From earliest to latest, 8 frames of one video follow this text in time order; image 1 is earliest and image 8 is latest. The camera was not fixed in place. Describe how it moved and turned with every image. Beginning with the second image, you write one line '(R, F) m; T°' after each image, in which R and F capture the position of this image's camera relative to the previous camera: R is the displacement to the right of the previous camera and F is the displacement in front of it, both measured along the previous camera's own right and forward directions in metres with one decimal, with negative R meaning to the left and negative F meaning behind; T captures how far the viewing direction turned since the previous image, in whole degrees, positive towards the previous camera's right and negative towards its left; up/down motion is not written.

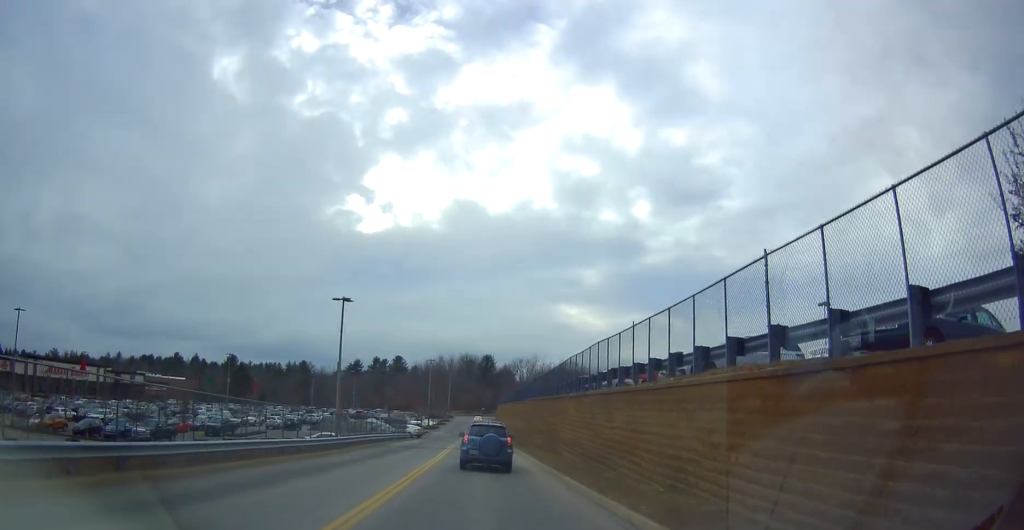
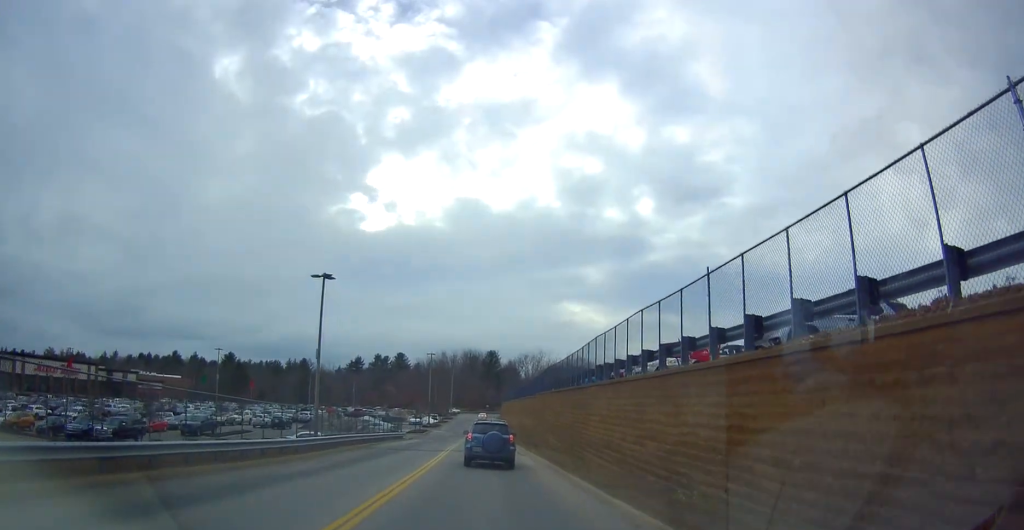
(0.0, +6.5) m; +1°
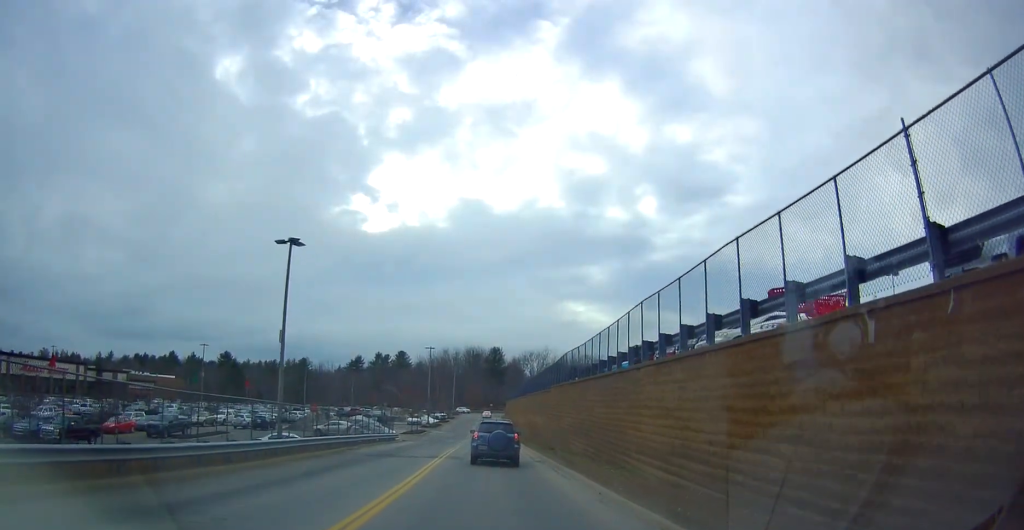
(+0.4, +7.3) m; -1°
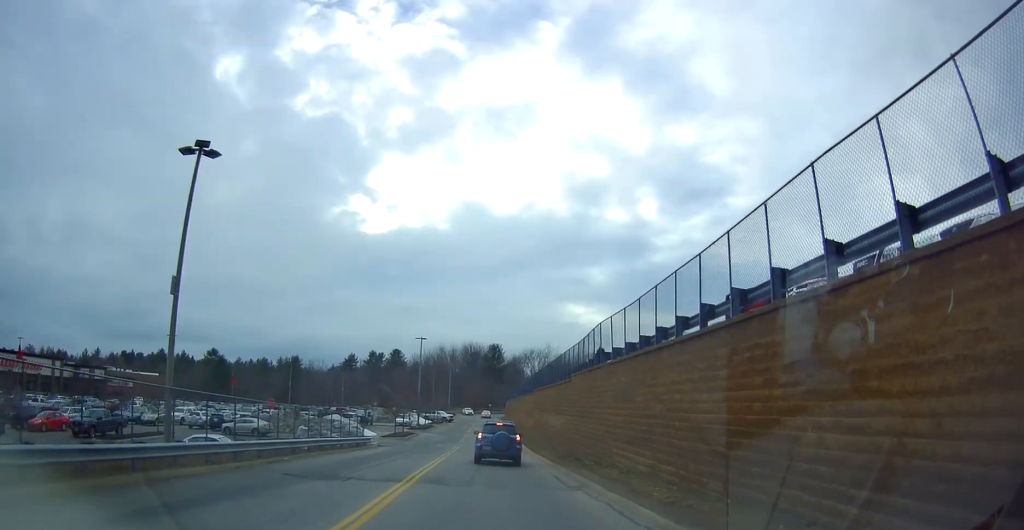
(-0.5, +10.9) m; +1°
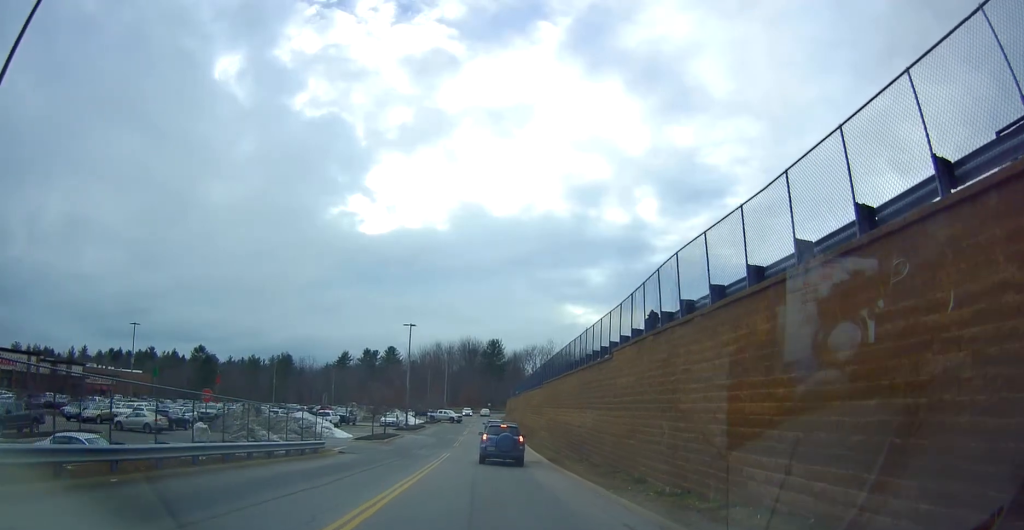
(+0.5, +10.4) m; -1°
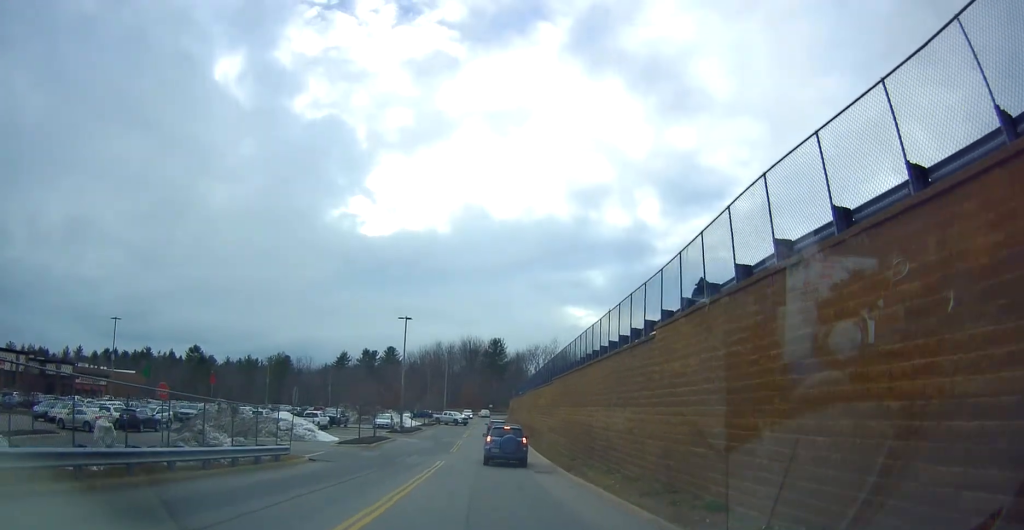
(-0.4, +5.2) m; -2°
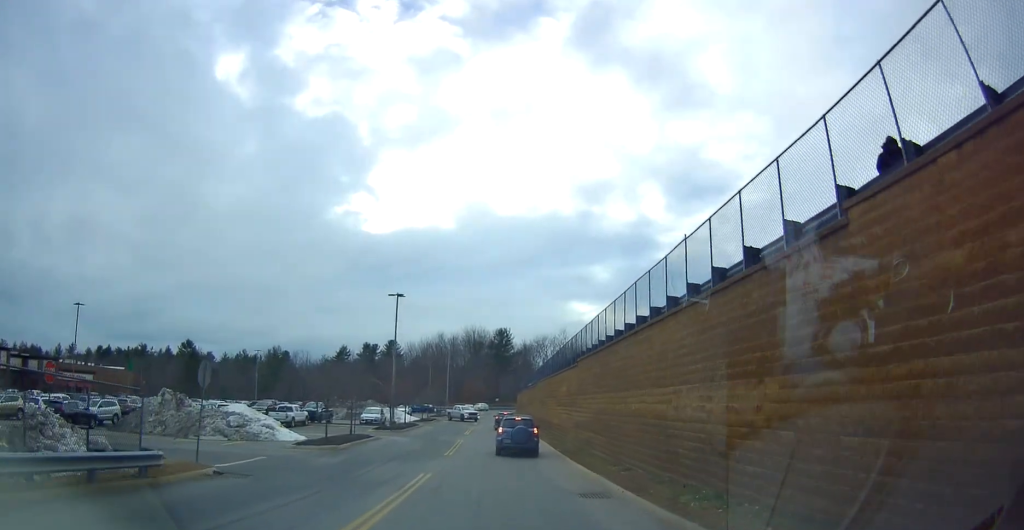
(+0.1, +9.4) m; +1°
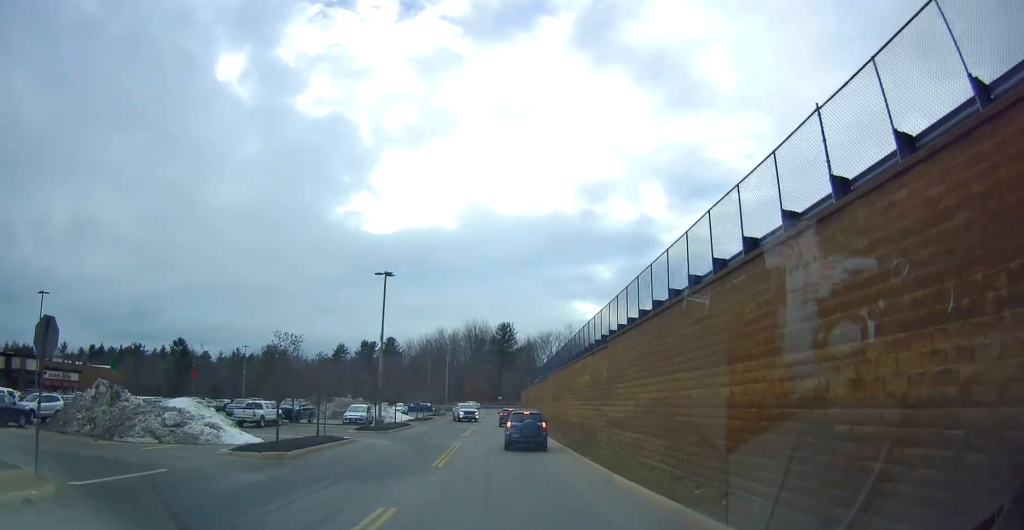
(0.0, +7.2) m; +1°
